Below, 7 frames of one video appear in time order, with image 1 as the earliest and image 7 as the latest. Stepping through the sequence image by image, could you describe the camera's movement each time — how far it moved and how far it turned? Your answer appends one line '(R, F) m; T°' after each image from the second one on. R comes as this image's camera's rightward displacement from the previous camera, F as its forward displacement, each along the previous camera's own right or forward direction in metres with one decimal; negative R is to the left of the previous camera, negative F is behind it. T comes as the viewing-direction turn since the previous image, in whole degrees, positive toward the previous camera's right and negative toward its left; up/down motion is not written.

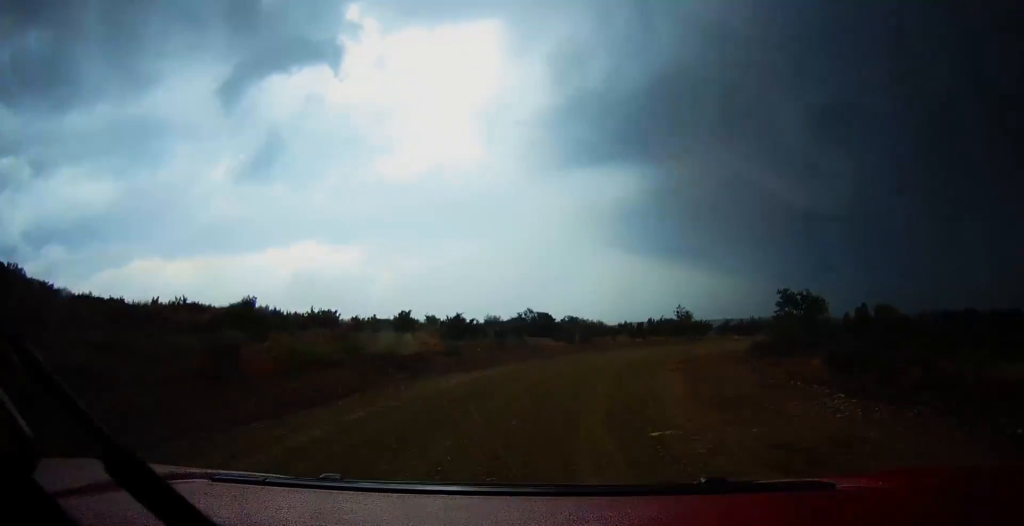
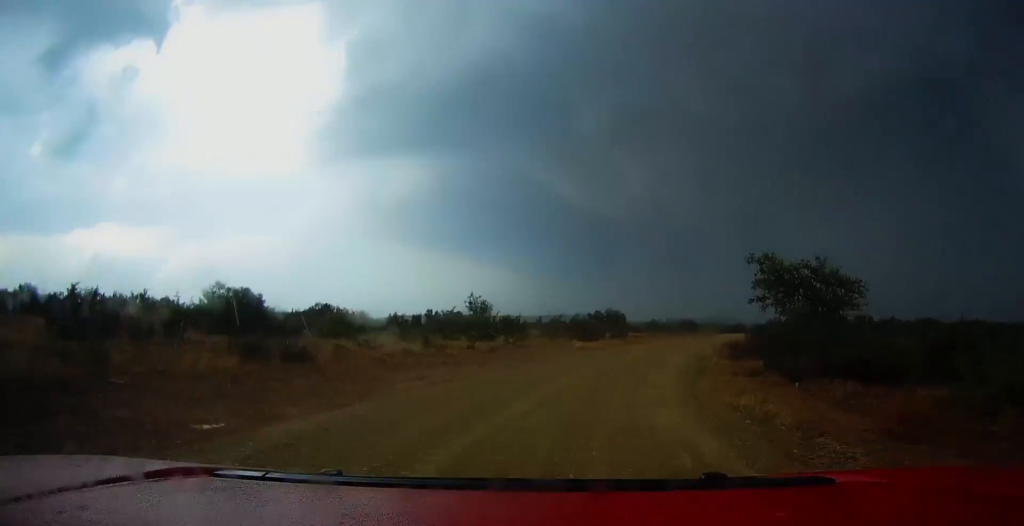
(+2.5, +31.7) m; +19°
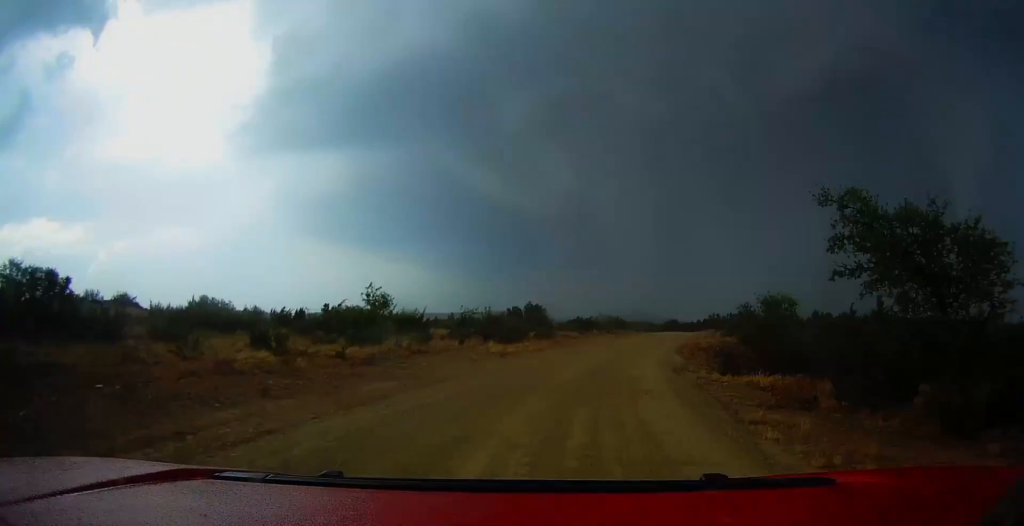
(+1.0, +10.0) m; +9°
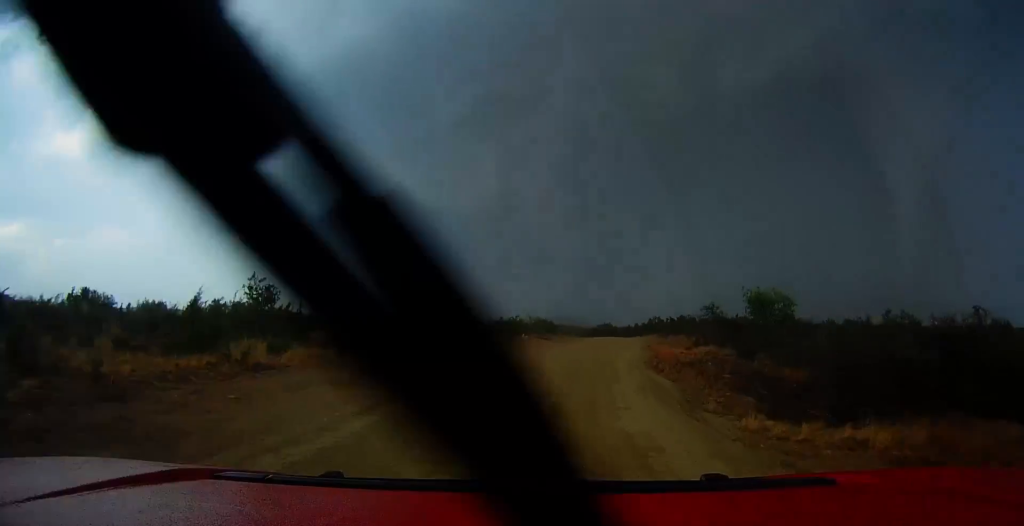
(+0.5, +10.1) m; +5°
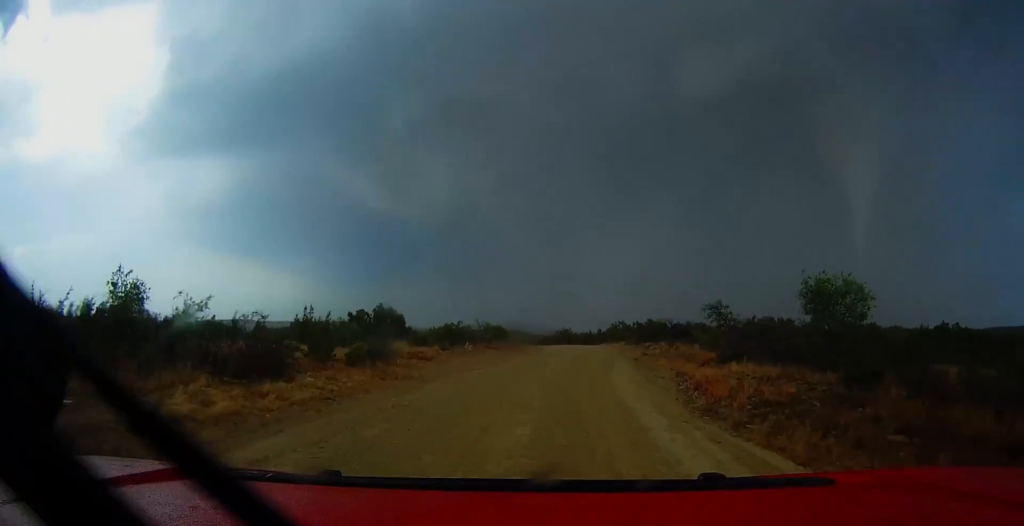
(+0.3, +11.4) m; +3°
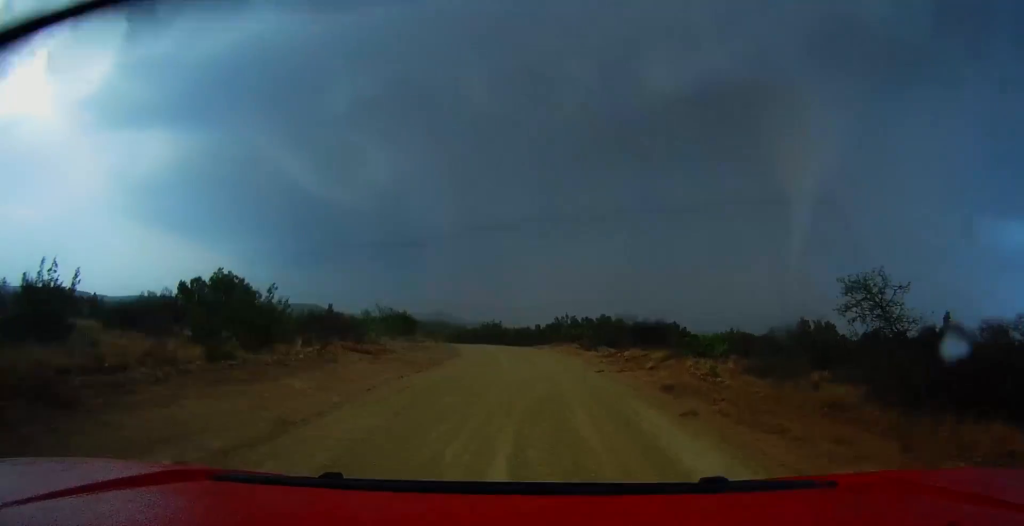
(+1.0, +20.5) m; +4°
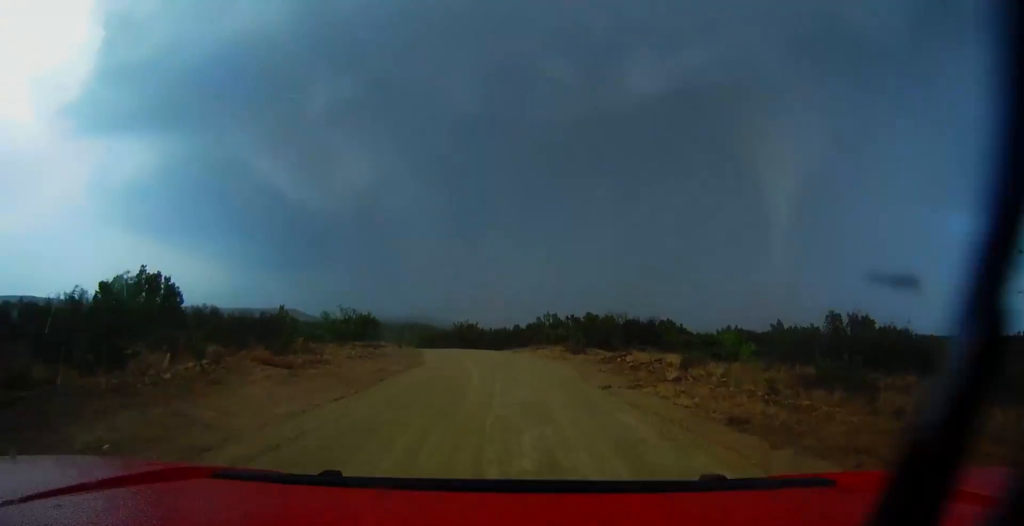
(+0.1, +6.9) m; 0°
